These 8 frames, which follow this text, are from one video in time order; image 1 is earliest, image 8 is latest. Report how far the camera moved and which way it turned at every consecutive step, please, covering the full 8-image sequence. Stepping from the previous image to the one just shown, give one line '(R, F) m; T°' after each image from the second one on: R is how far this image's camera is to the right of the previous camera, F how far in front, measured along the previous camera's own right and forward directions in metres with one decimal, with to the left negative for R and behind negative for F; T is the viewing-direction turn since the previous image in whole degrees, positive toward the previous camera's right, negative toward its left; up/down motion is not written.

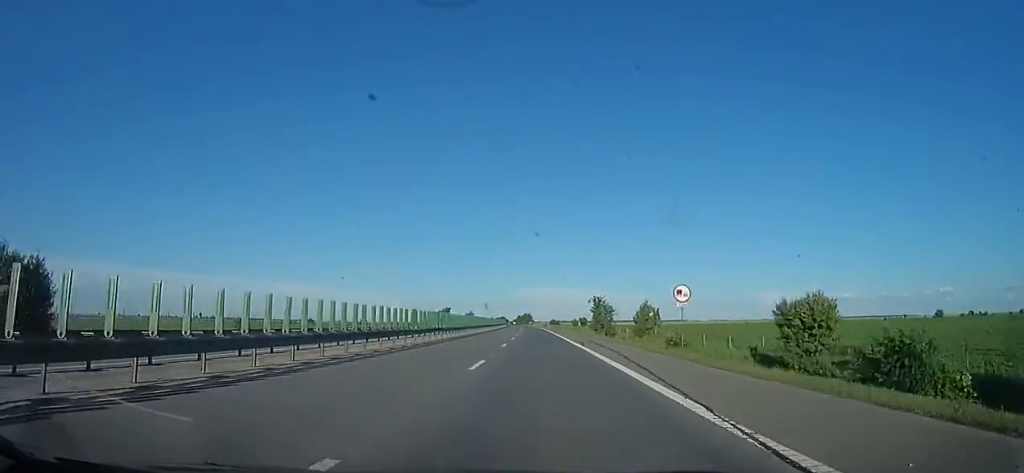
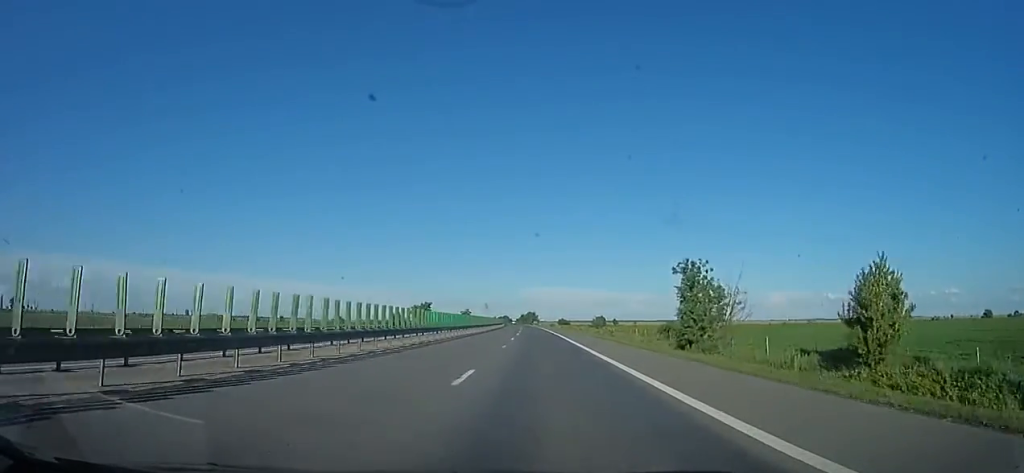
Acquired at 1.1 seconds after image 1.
(+0.6, +38.8) m; 0°
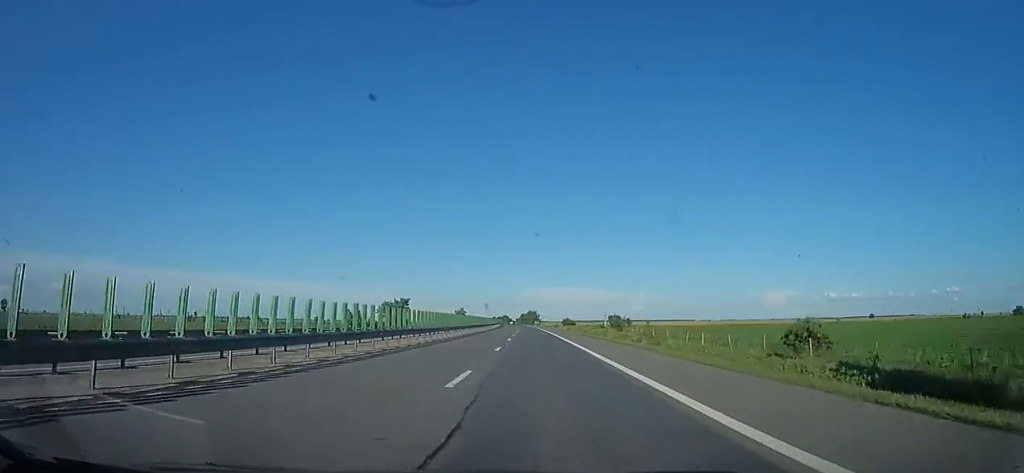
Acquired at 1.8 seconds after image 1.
(-0.2, +24.0) m; -1°
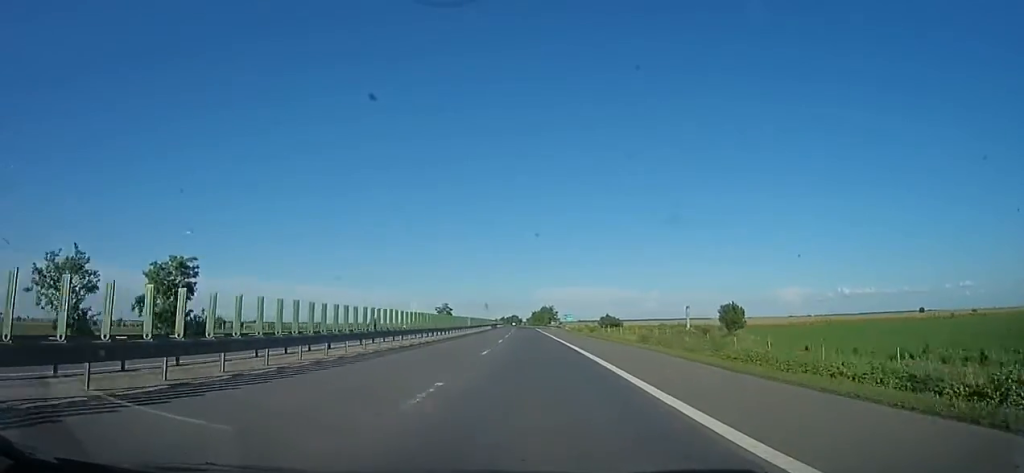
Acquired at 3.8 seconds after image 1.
(-1.8, +73.8) m; -3°
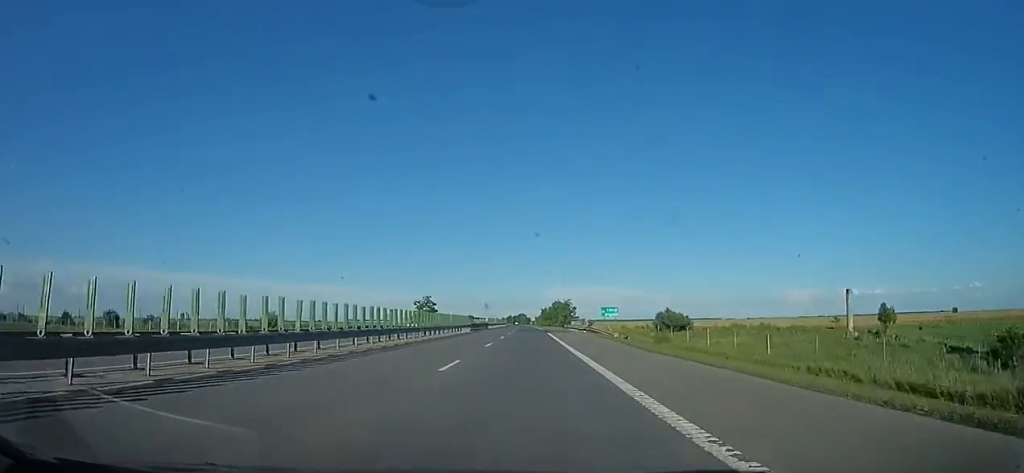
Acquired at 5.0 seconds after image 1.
(-1.1, +42.1) m; -1°
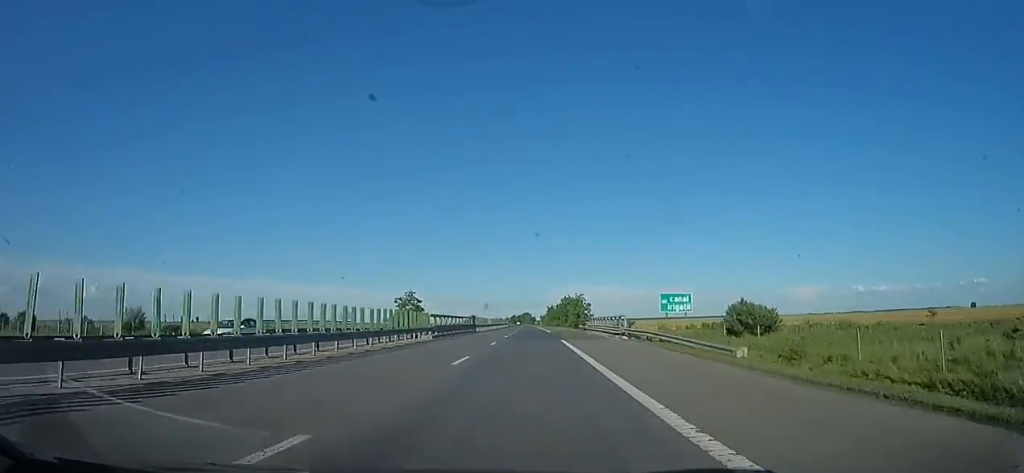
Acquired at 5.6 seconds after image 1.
(-0.2, +22.2) m; 0°
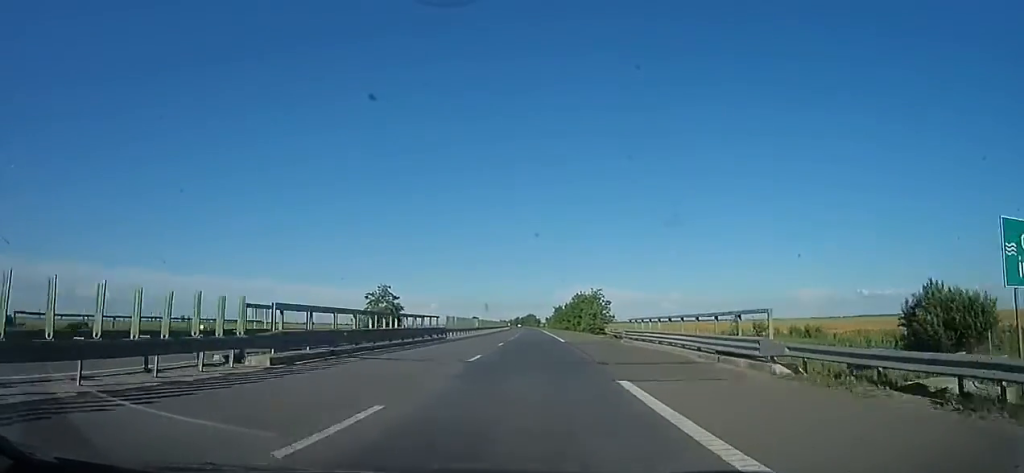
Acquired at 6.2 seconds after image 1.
(+0.9, +21.6) m; 0°
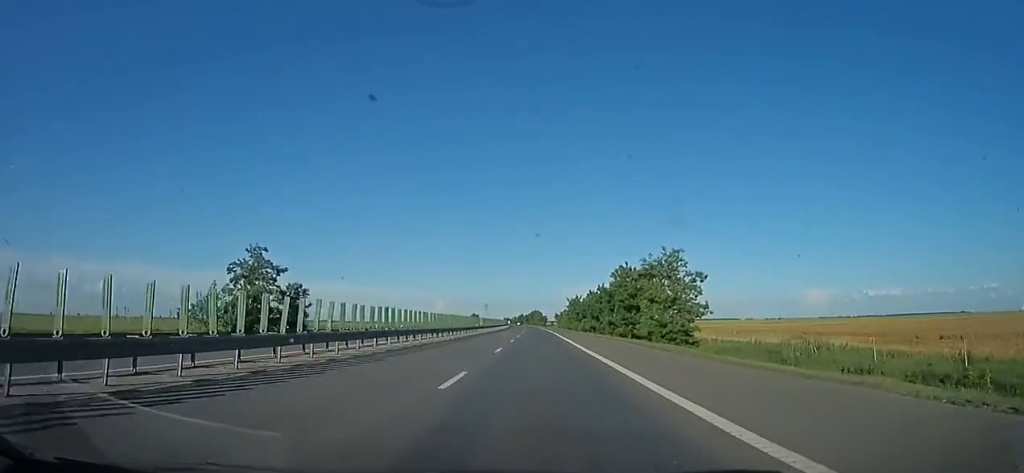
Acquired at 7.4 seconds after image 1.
(-1.3, +42.4) m; 0°
